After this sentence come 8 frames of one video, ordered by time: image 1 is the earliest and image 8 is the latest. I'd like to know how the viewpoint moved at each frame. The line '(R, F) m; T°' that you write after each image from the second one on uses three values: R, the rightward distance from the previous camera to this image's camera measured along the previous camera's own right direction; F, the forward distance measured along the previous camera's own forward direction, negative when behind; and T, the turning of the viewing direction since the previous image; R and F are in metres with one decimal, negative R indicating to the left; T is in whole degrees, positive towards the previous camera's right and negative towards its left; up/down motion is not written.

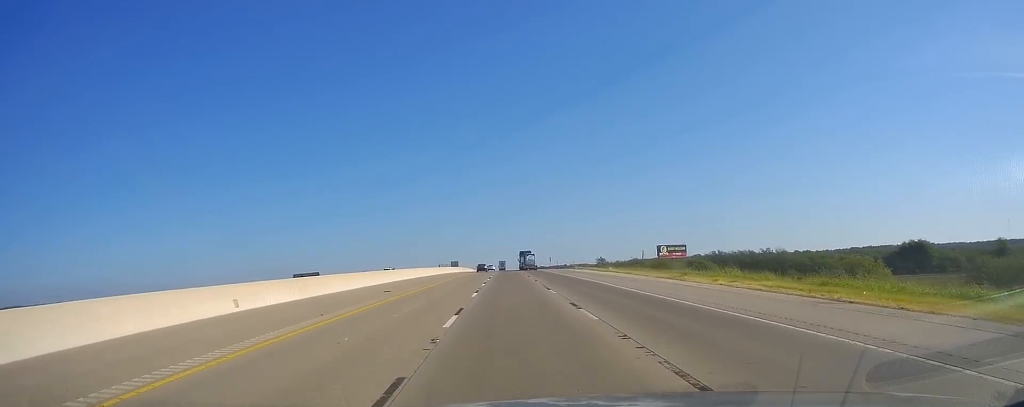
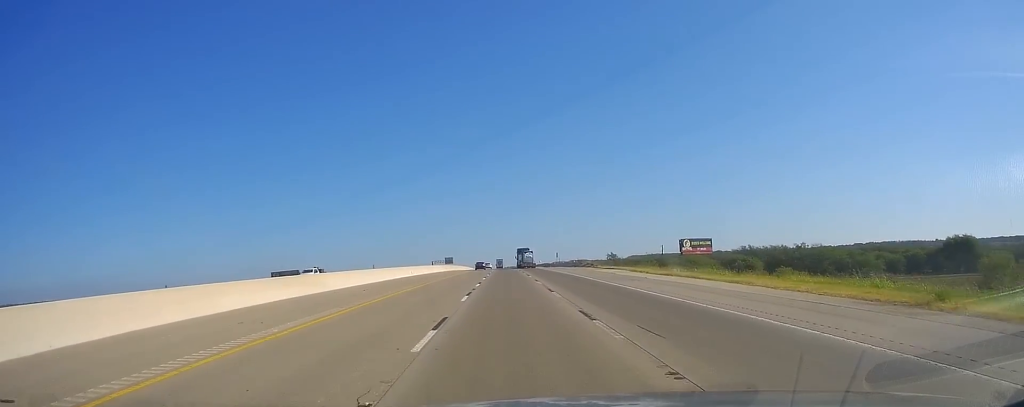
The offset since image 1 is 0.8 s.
(0.0, +28.2) m; 0°
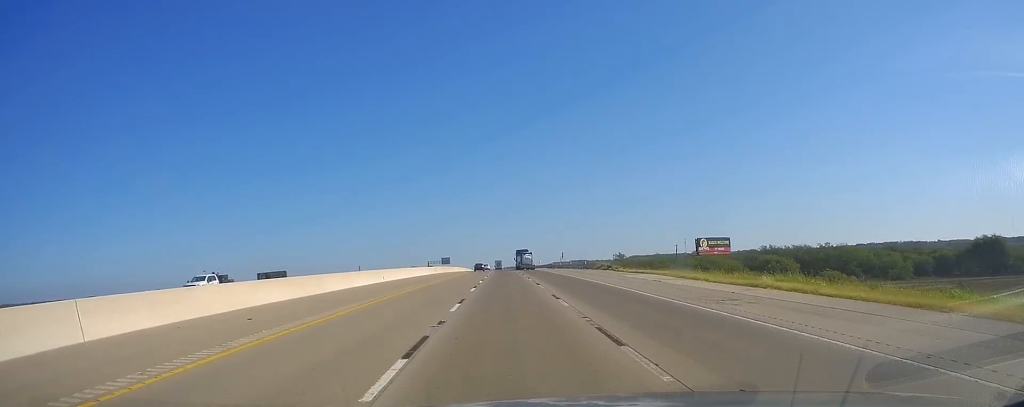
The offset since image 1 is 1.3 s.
(+0.4, +15.9) m; 0°
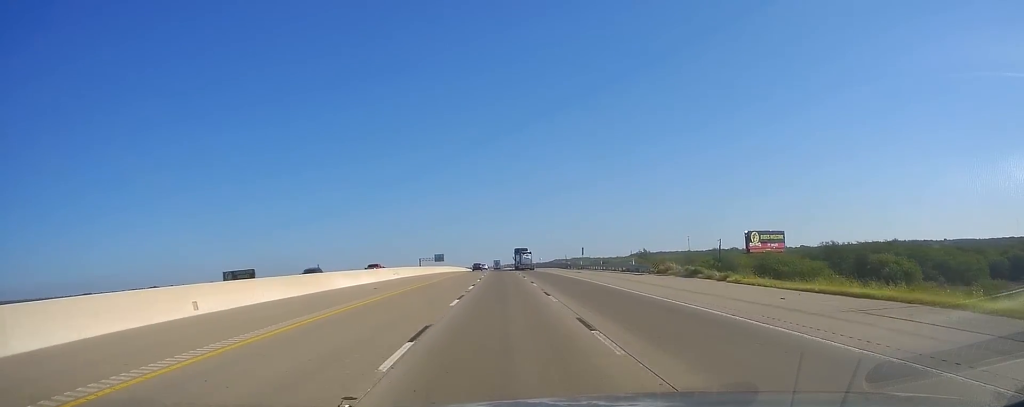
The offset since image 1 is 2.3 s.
(-0.4, +34.4) m; -1°
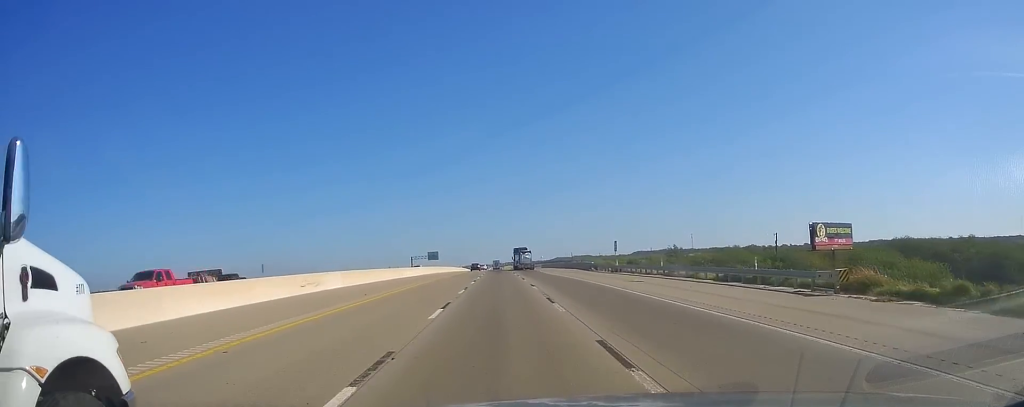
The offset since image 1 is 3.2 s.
(+0.1, +28.8) m; 0°
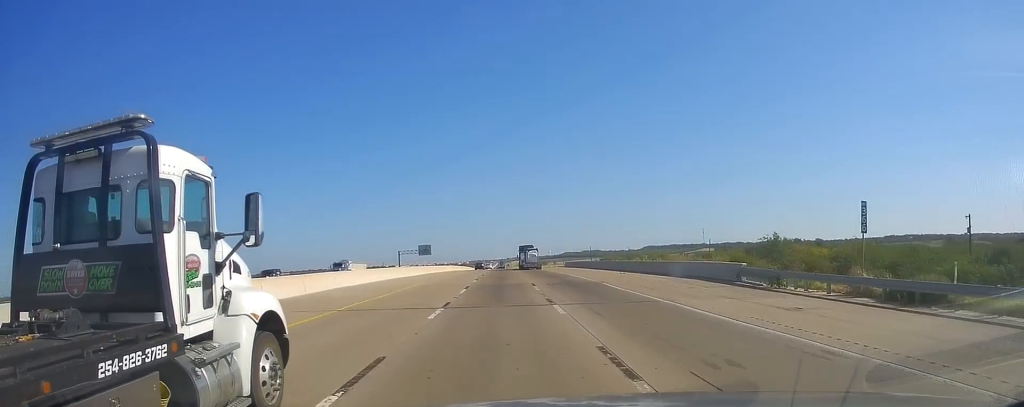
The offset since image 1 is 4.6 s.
(-0.2, +49.2) m; 0°
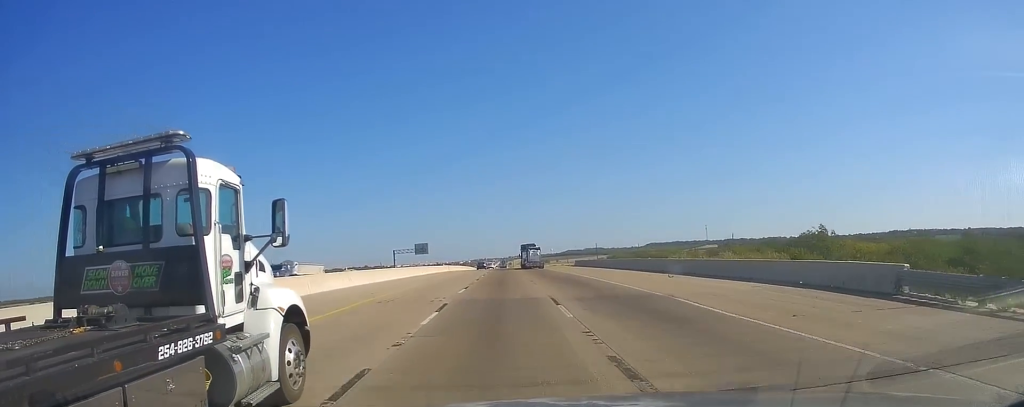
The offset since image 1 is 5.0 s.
(+0.2, +13.6) m; 0°
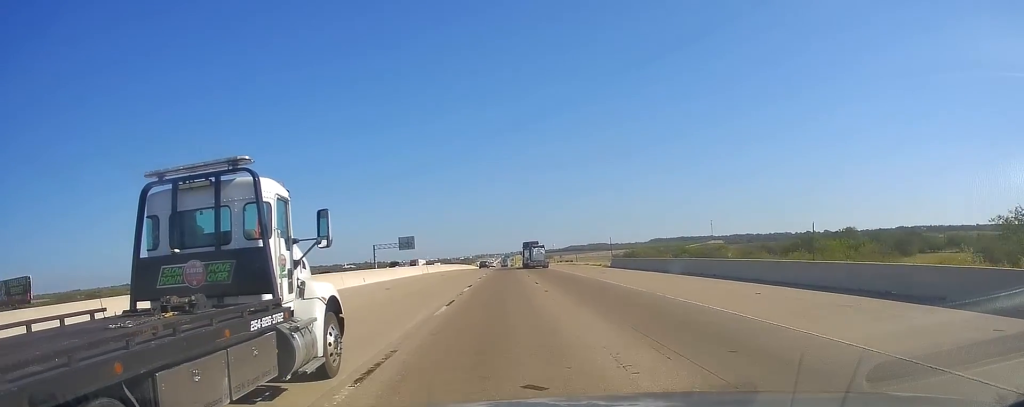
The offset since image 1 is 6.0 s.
(-0.2, +34.5) m; -1°
